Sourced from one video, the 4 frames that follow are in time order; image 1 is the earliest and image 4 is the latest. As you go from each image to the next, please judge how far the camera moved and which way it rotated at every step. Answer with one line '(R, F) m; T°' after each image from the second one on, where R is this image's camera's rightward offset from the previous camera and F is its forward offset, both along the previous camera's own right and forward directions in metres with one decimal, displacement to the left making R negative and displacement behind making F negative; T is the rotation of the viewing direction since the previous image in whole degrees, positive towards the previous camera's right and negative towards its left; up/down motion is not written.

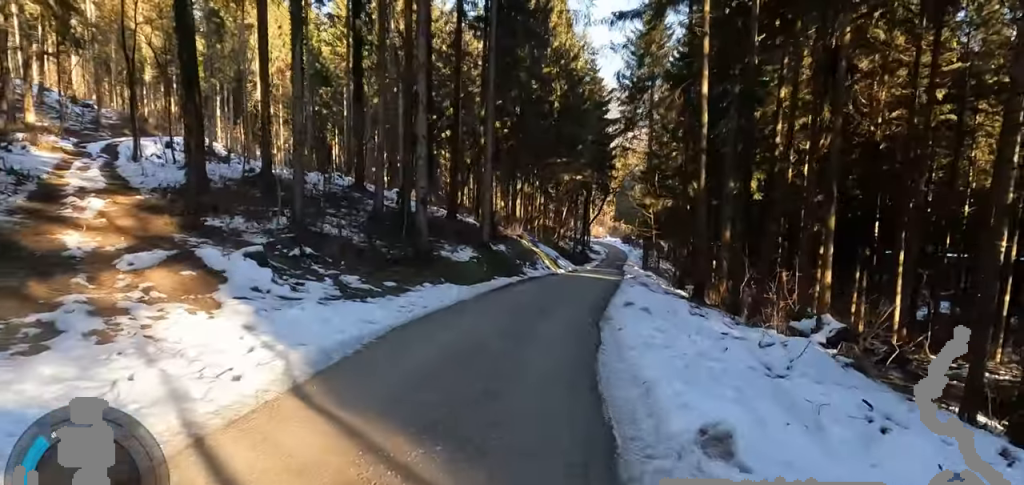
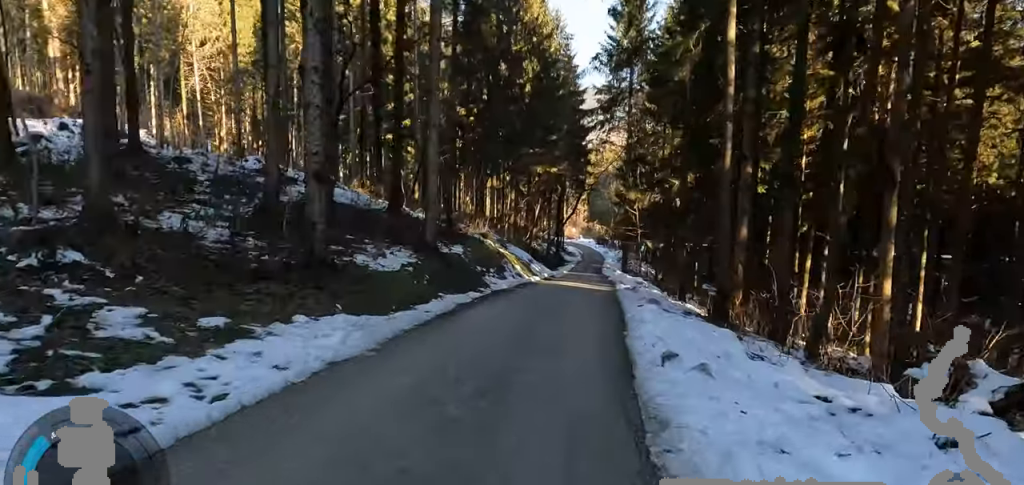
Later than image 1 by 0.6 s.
(-0.8, +5.5) m; 0°
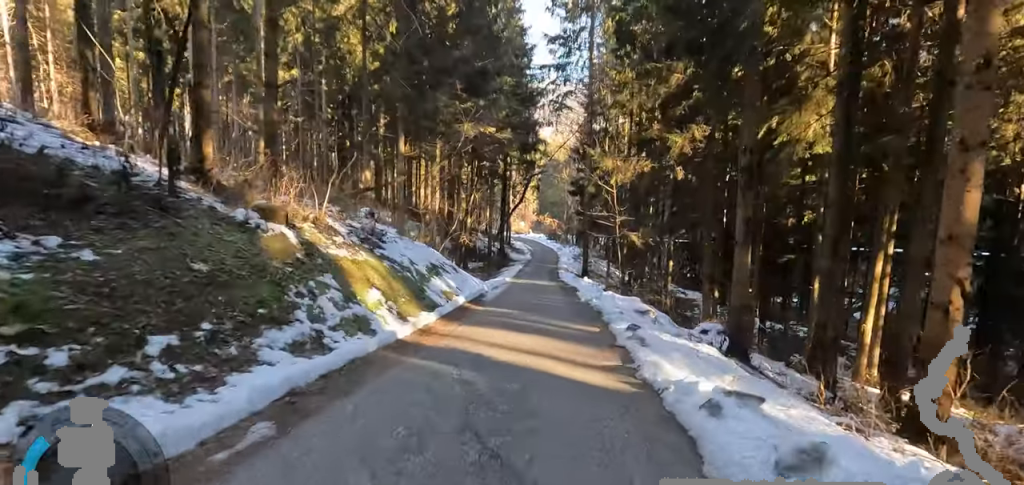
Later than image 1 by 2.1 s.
(+0.7, +12.8) m; 0°
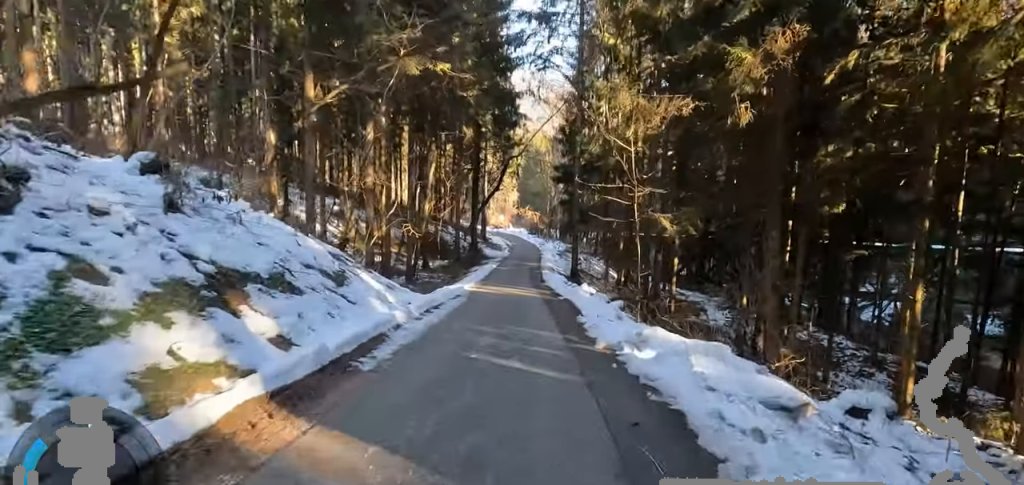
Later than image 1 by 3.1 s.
(-0.8, +8.5) m; +2°
